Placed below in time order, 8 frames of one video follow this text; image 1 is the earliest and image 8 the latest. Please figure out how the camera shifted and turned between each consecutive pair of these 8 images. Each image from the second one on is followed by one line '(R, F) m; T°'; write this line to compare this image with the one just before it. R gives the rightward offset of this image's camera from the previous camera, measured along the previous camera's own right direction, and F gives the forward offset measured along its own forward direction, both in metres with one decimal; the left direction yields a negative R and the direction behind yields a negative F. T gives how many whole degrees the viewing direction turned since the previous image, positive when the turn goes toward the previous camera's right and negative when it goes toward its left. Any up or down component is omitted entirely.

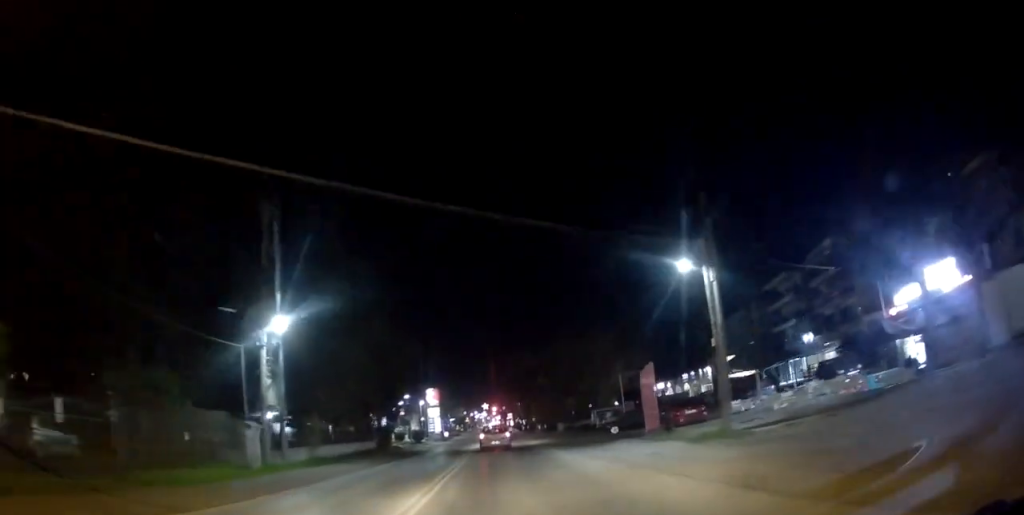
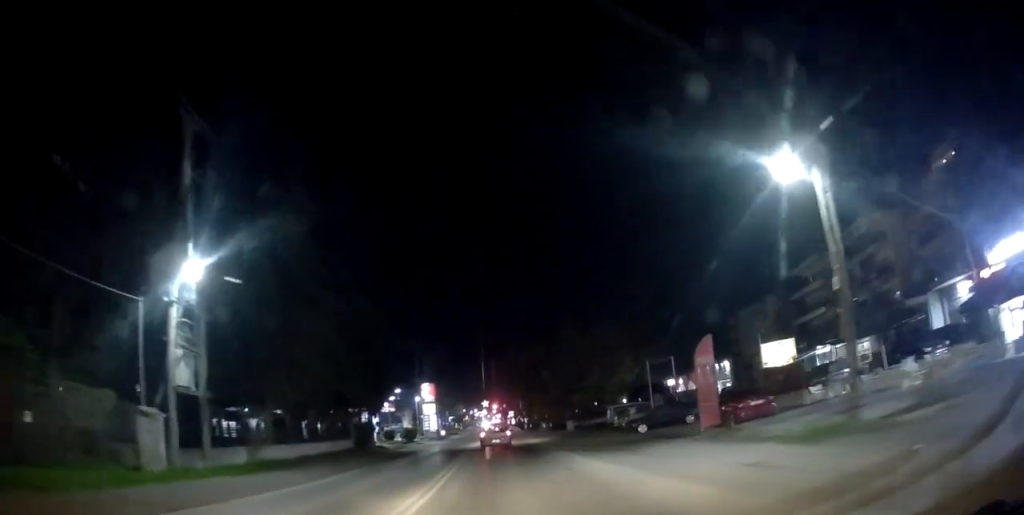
(0.0, +7.3) m; -1°
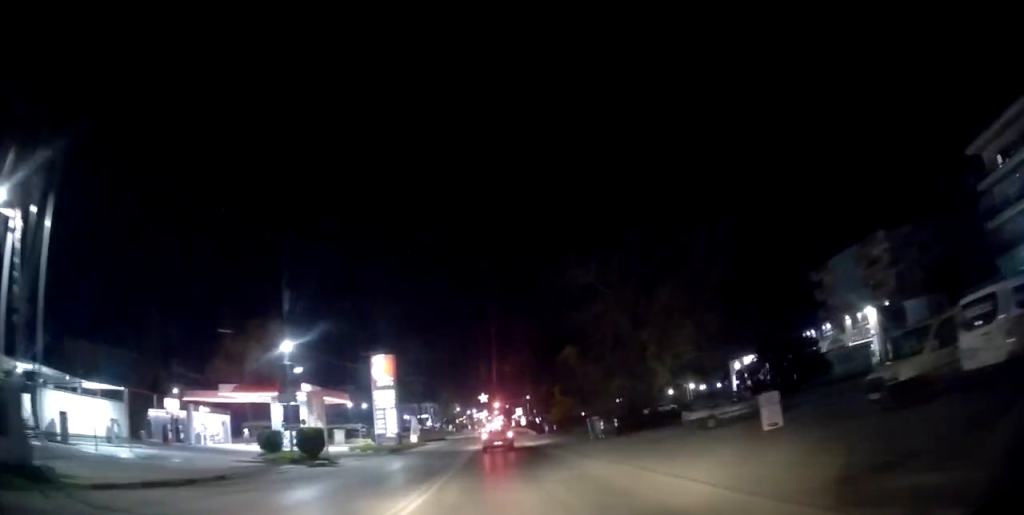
(-1.4, +36.1) m; -1°
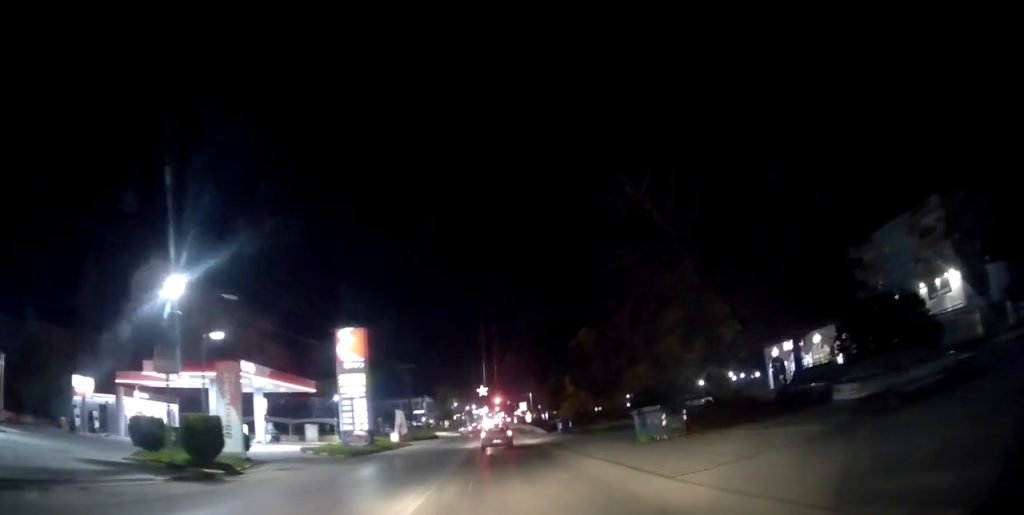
(+0.4, +11.7) m; +1°
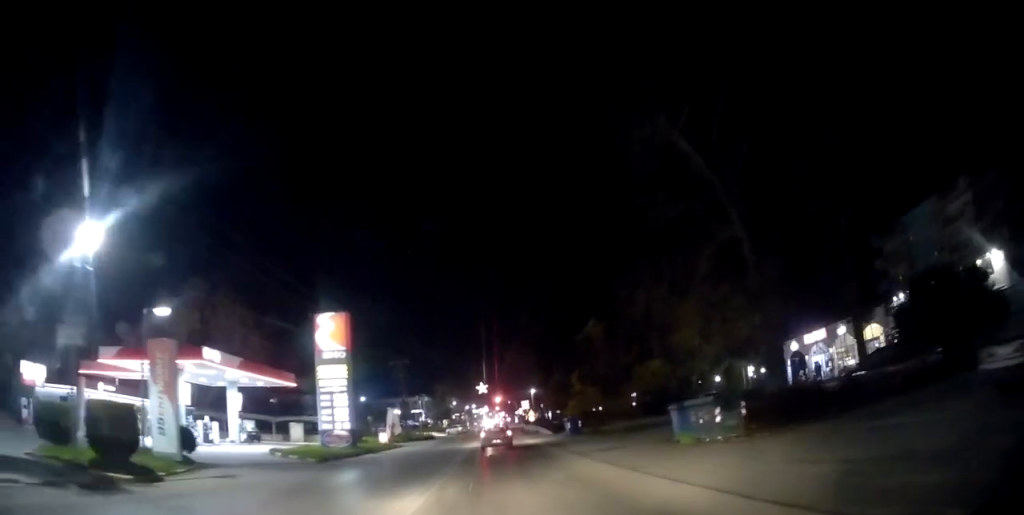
(0.0, +5.2) m; -1°
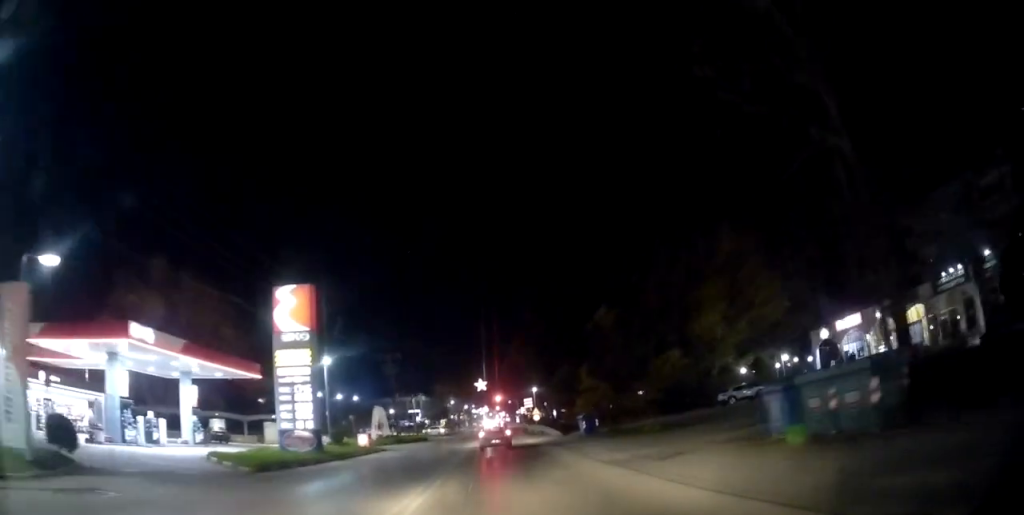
(0.0, +6.9) m; -1°
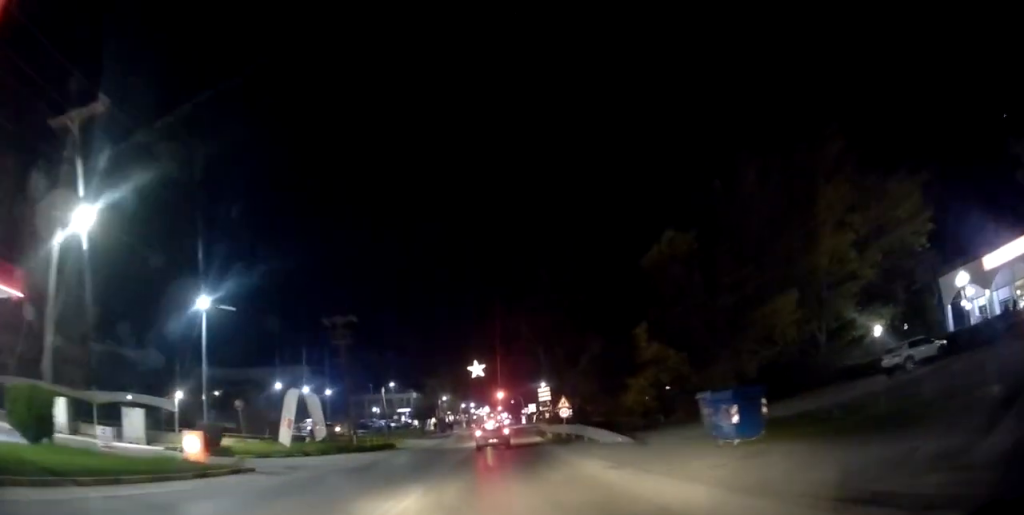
(-0.2, +21.7) m; +1°
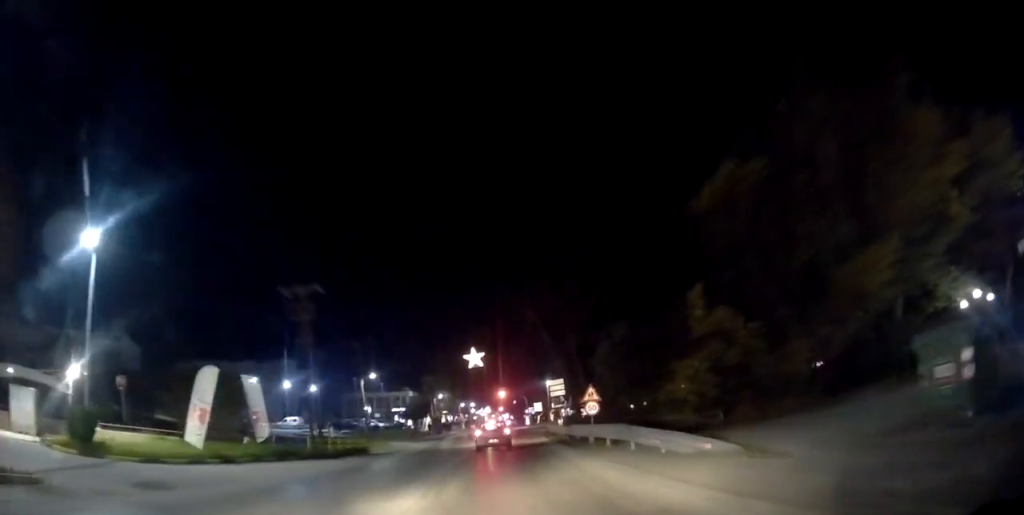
(+0.1, +8.8) m; 0°
